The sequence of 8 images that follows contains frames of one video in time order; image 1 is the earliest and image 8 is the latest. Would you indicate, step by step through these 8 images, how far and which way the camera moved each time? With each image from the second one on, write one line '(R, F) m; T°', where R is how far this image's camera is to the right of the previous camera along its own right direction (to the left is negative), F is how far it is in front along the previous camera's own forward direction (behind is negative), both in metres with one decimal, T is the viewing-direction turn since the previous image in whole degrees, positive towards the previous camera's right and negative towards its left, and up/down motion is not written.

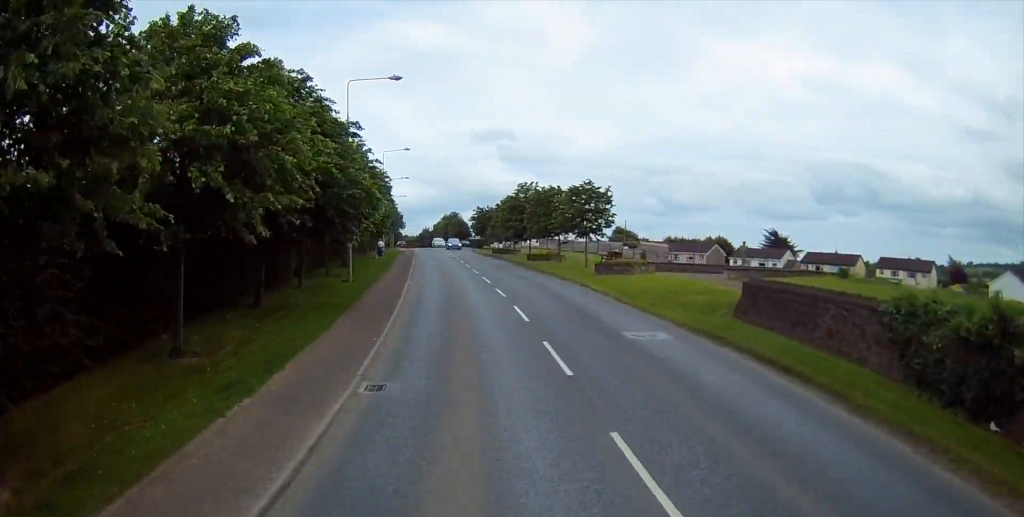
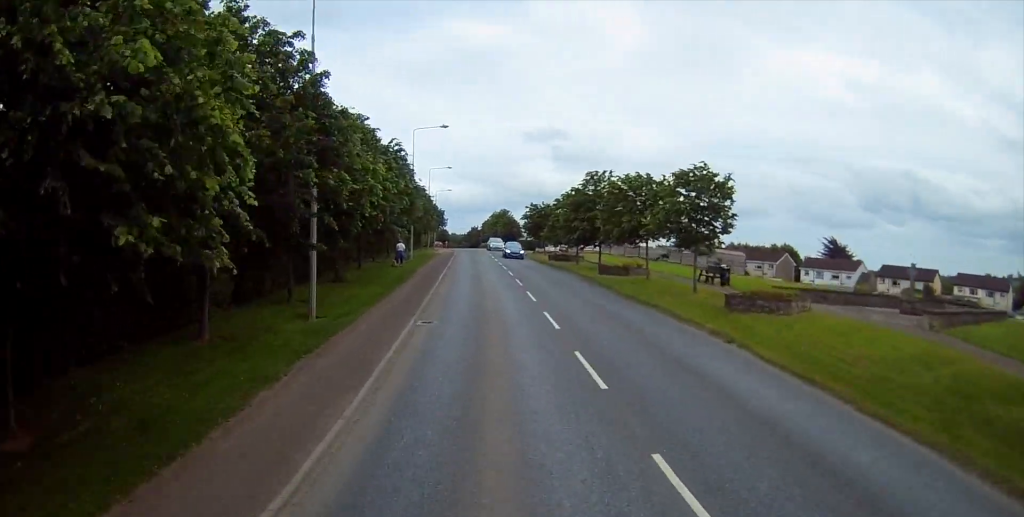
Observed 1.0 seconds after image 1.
(-0.3, +13.1) m; -3°
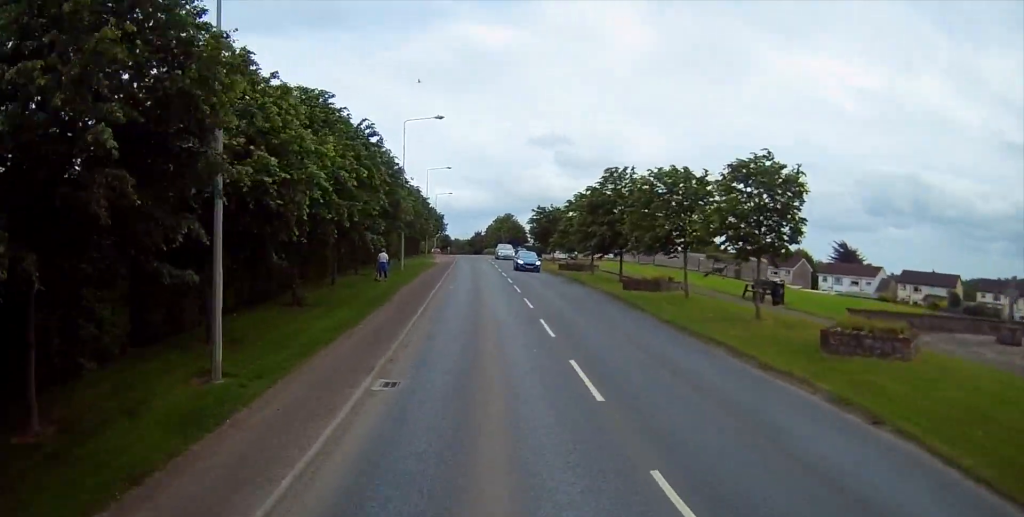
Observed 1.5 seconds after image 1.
(-0.1, +6.3) m; -1°
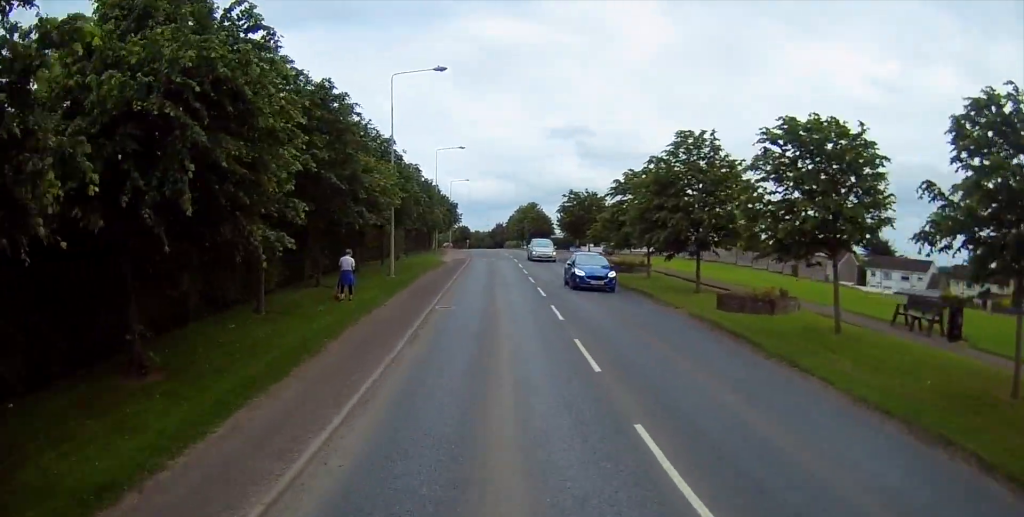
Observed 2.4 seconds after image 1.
(-0.2, +11.0) m; -2°
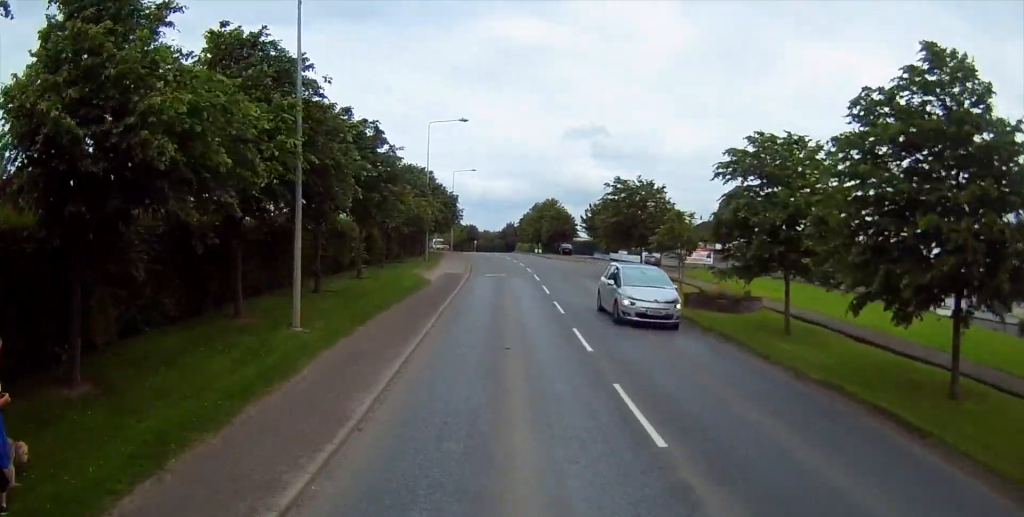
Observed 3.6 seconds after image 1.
(-0.4, +15.7) m; 0°
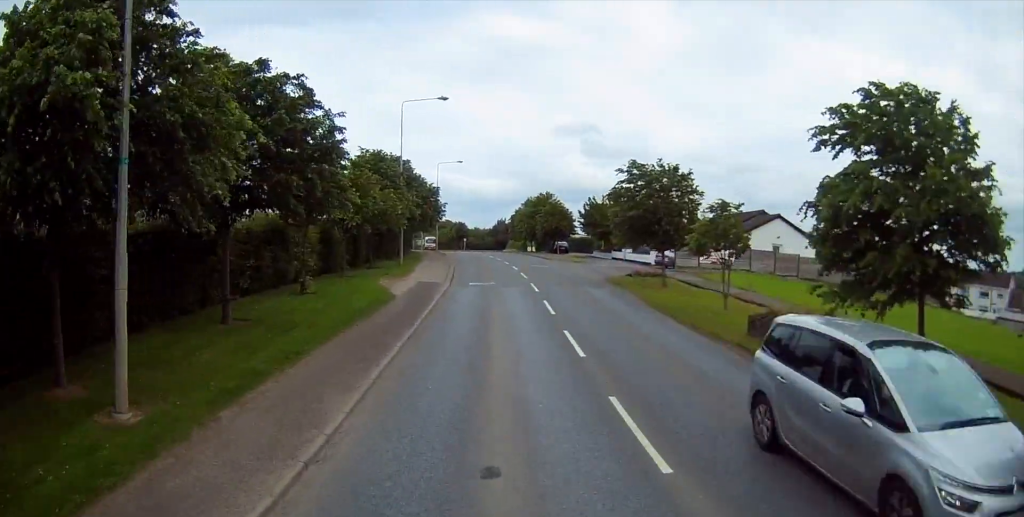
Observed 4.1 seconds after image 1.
(+0.2, +7.1) m; 0°
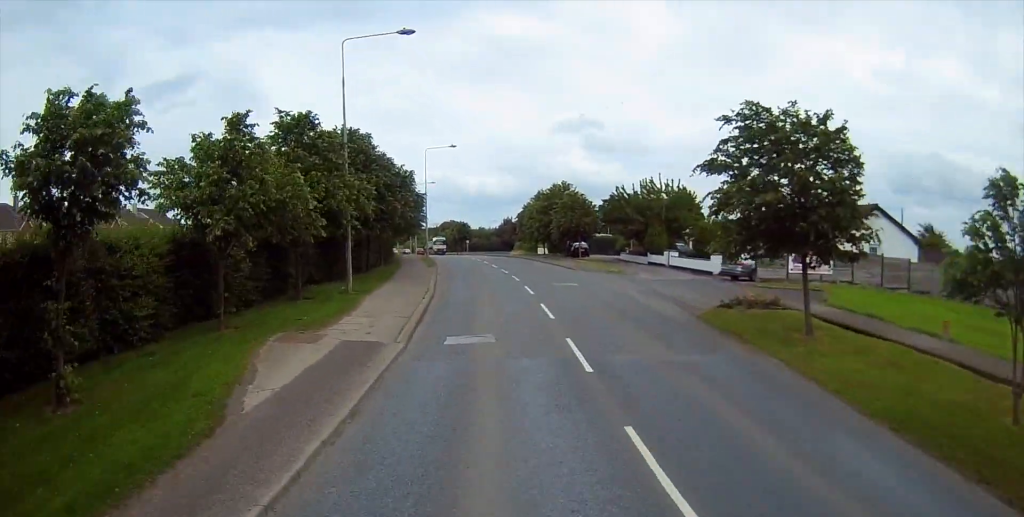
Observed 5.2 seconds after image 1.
(0.0, +13.8) m; 0°
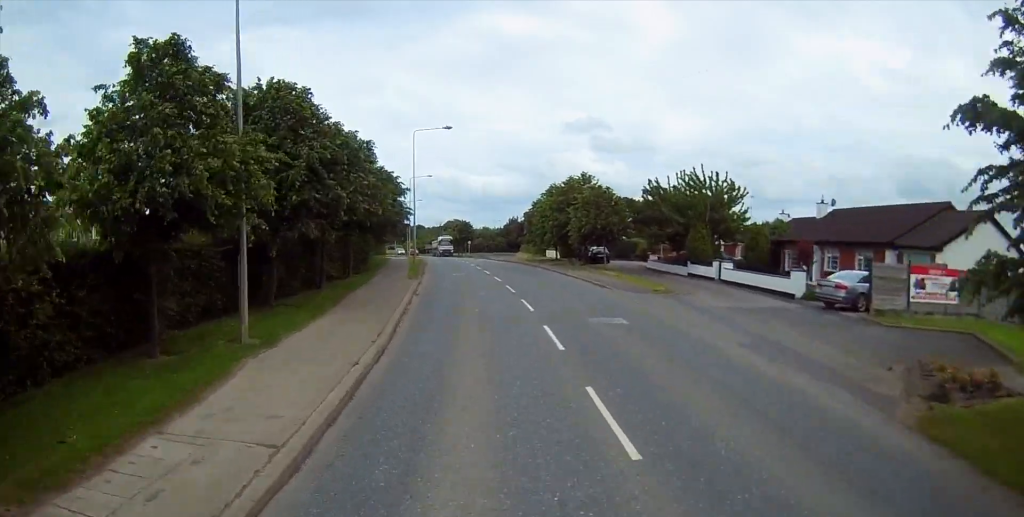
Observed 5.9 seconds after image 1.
(0.0, +10.3) m; -1°
